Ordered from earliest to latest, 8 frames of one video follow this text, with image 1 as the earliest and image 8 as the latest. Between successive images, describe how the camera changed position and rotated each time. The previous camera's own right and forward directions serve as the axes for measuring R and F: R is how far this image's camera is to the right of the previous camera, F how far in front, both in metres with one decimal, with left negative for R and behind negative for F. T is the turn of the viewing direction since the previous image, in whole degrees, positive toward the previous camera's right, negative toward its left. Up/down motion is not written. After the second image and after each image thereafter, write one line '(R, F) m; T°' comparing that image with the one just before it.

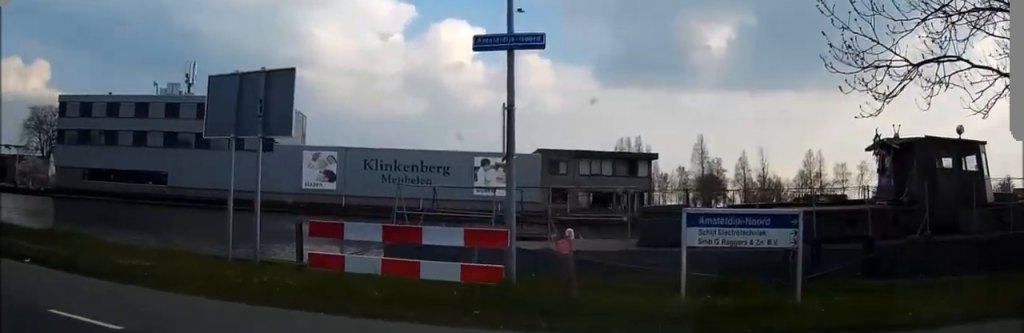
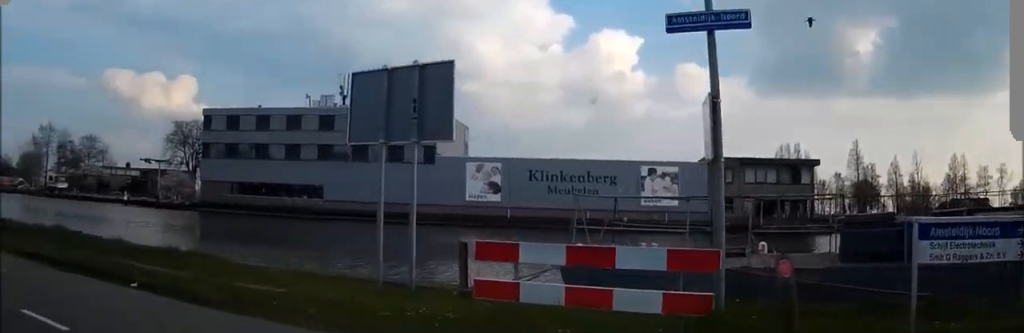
(-0.2, +1.6) m; -11°
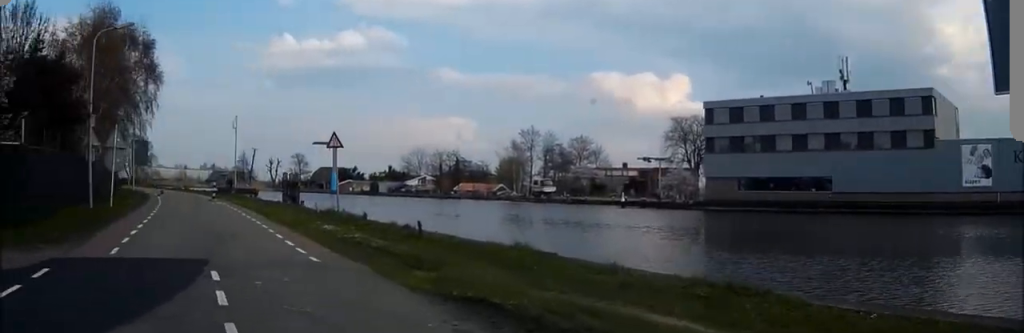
(-0.7, +4.2) m; -20°
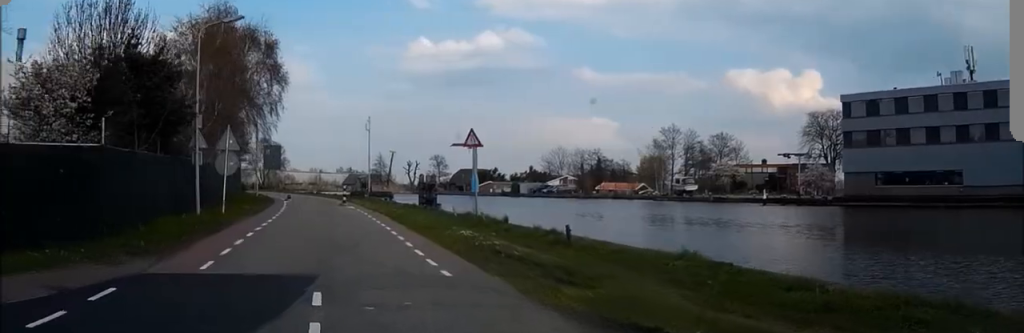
(-0.1, +1.7) m; -6°
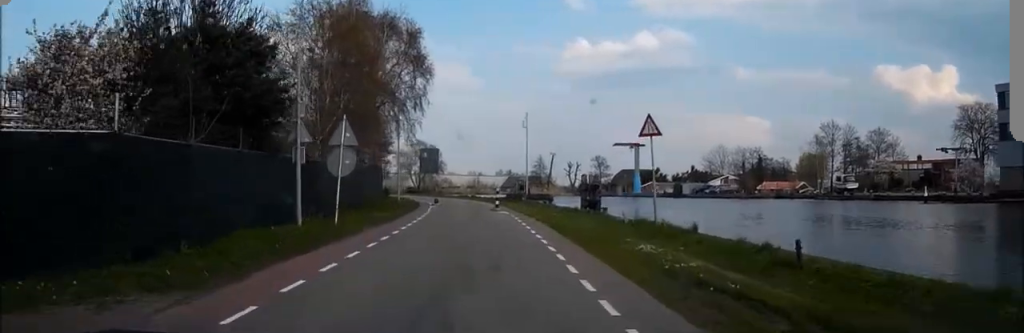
(-0.4, +4.2) m; -11°
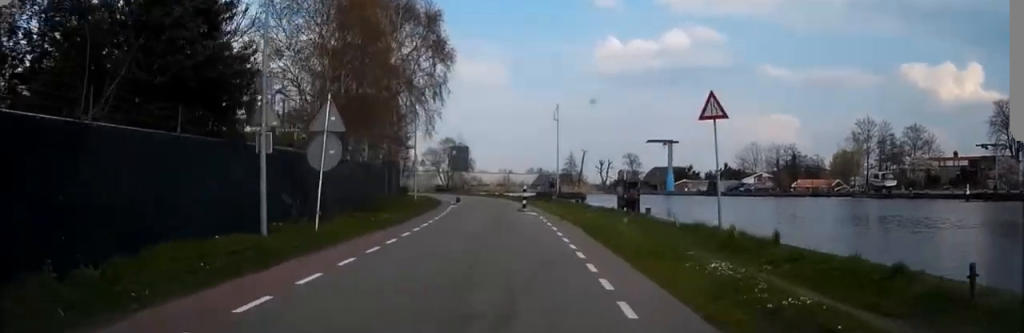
(-0.3, +3.7) m; -5°
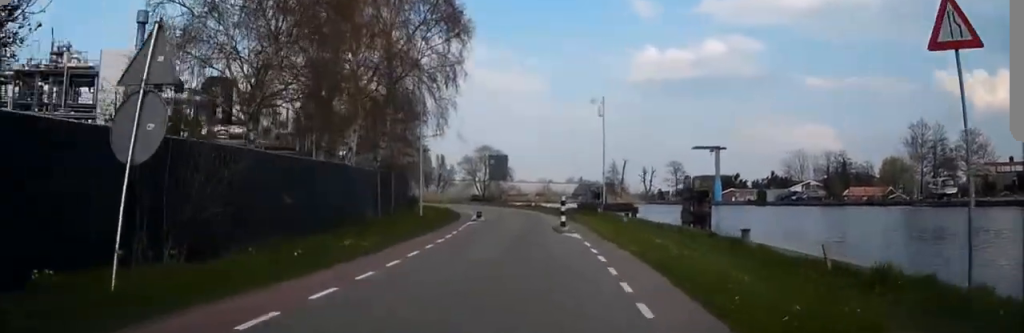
(-0.5, +8.3) m; -10°
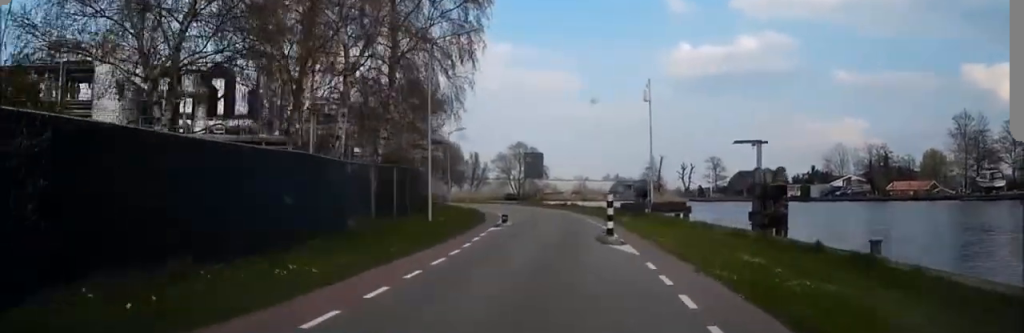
(-0.5, +5.3) m; -4°
